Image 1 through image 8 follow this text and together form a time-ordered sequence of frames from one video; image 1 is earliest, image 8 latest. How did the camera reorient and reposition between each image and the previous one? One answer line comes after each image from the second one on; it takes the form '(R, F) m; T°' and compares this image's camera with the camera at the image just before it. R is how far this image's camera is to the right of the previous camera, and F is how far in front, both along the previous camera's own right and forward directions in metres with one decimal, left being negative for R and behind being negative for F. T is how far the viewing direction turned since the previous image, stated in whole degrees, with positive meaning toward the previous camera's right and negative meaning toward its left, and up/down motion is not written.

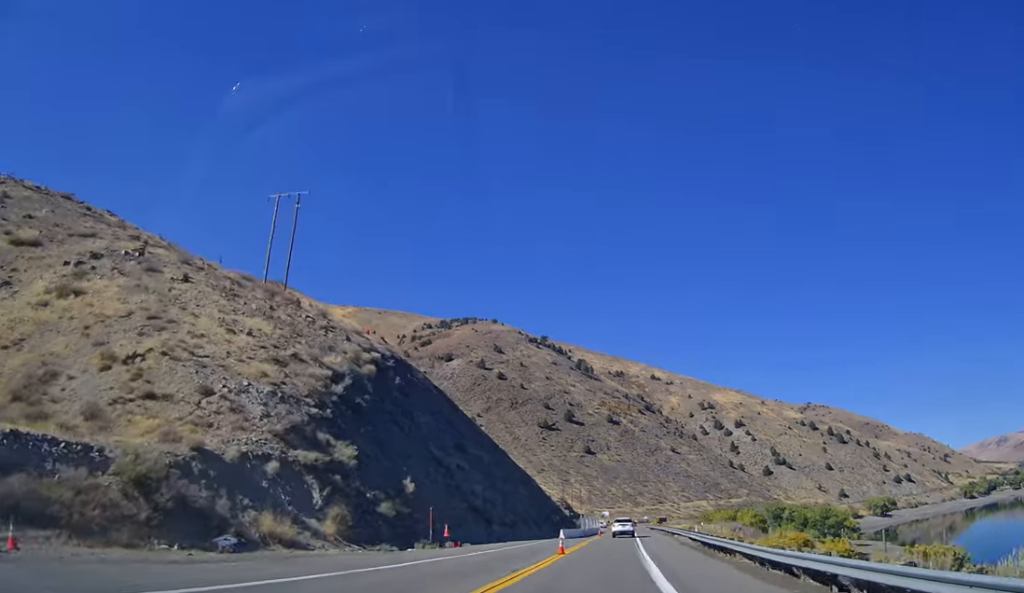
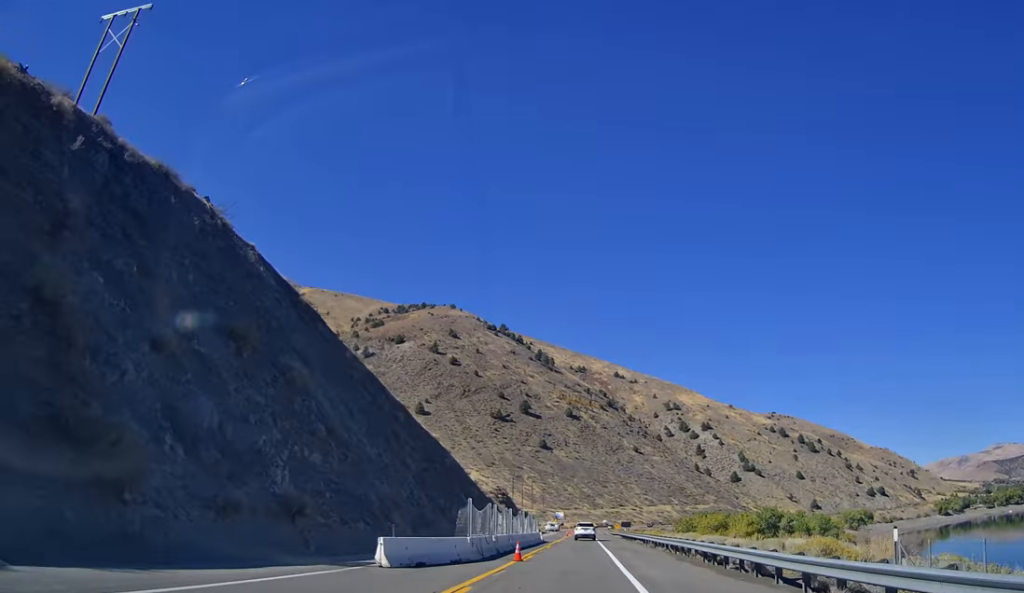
(+3.7, +42.2) m; +6°
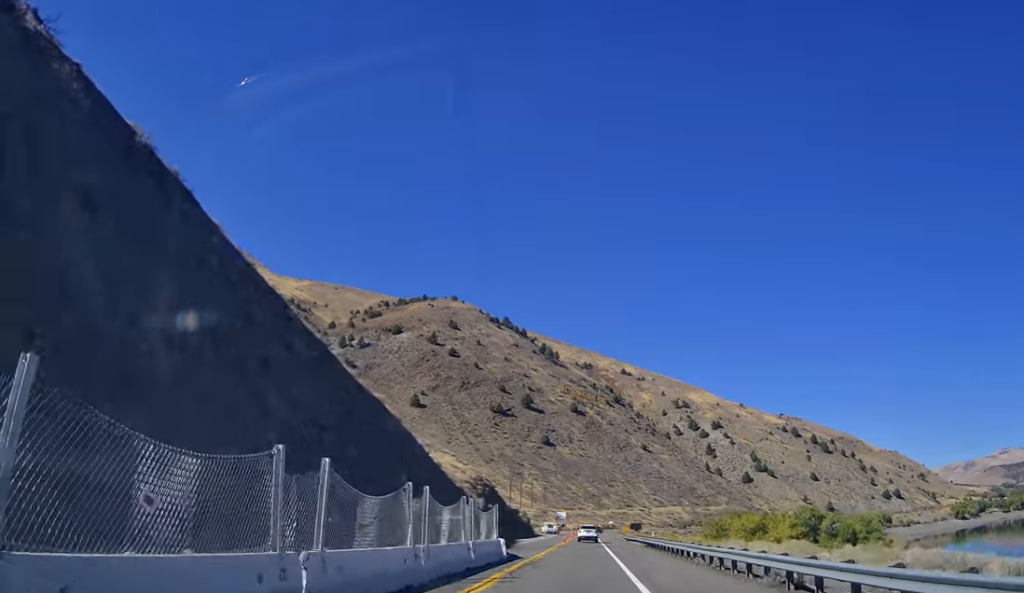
(+0.7, +27.7) m; +1°
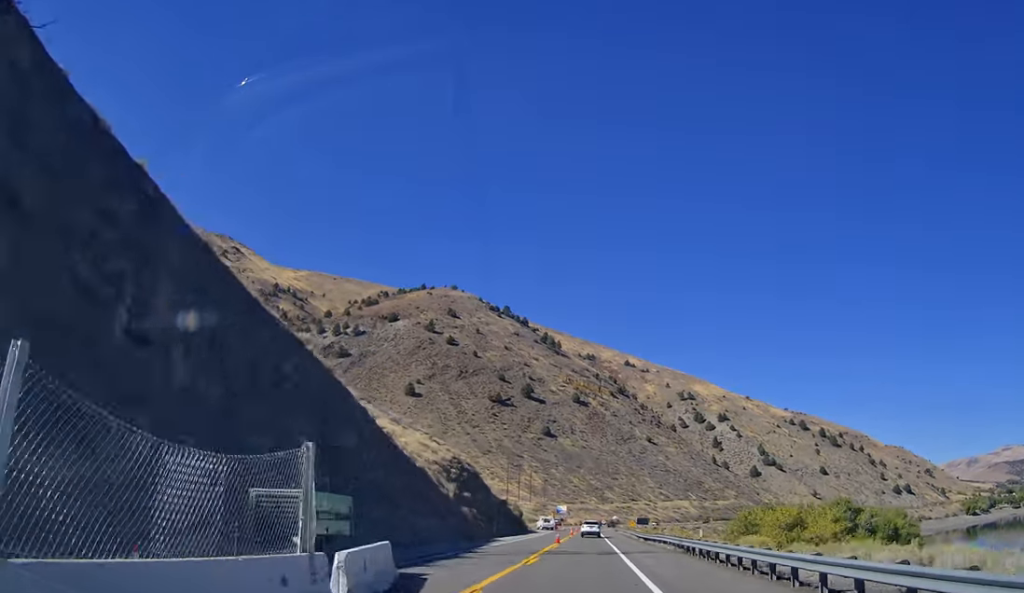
(-0.2, +21.1) m; 0°
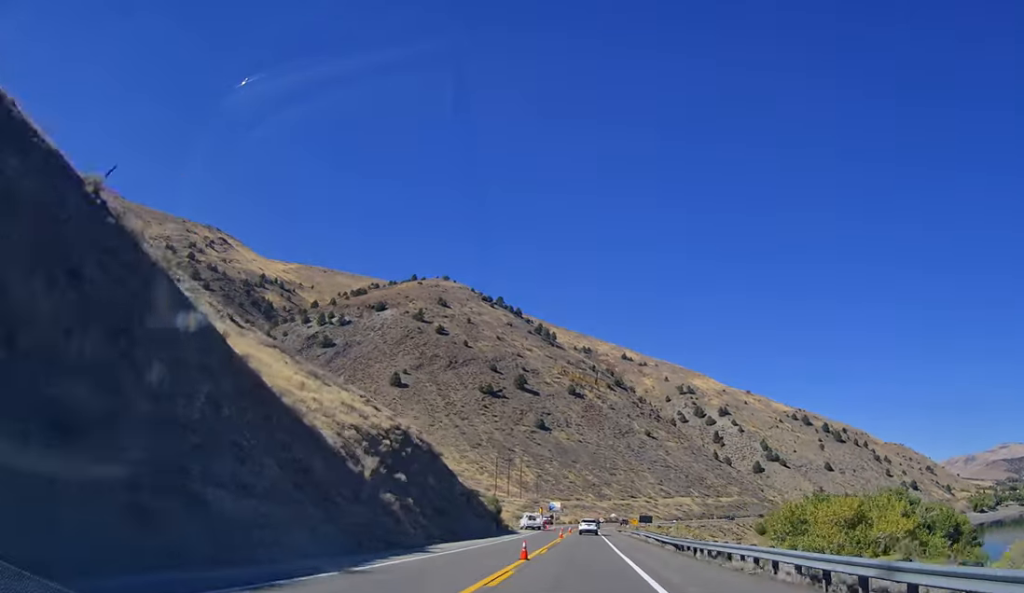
(-0.1, +26.2) m; 0°
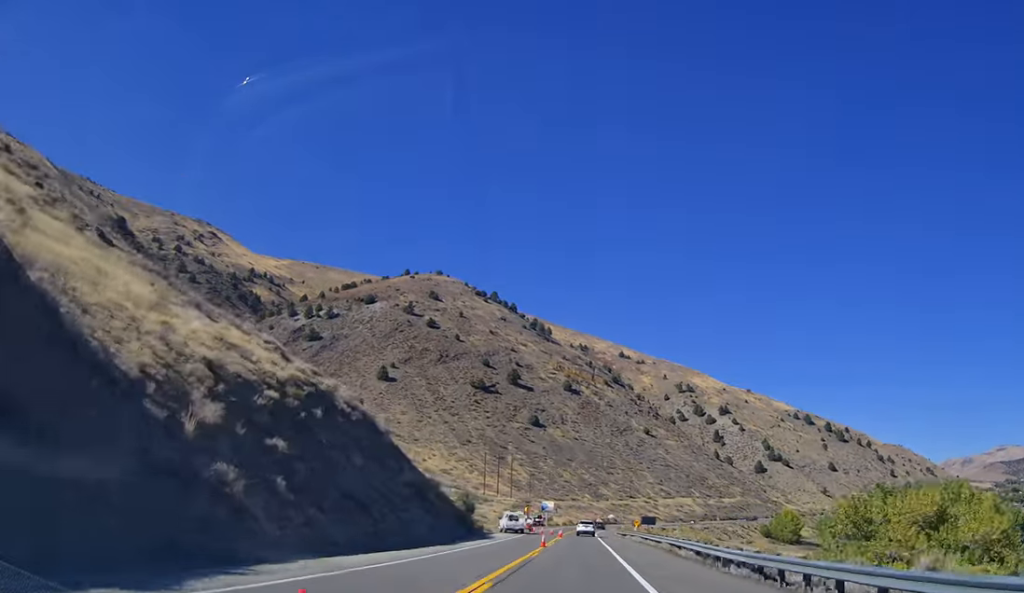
(+0.1, +22.4) m; 0°
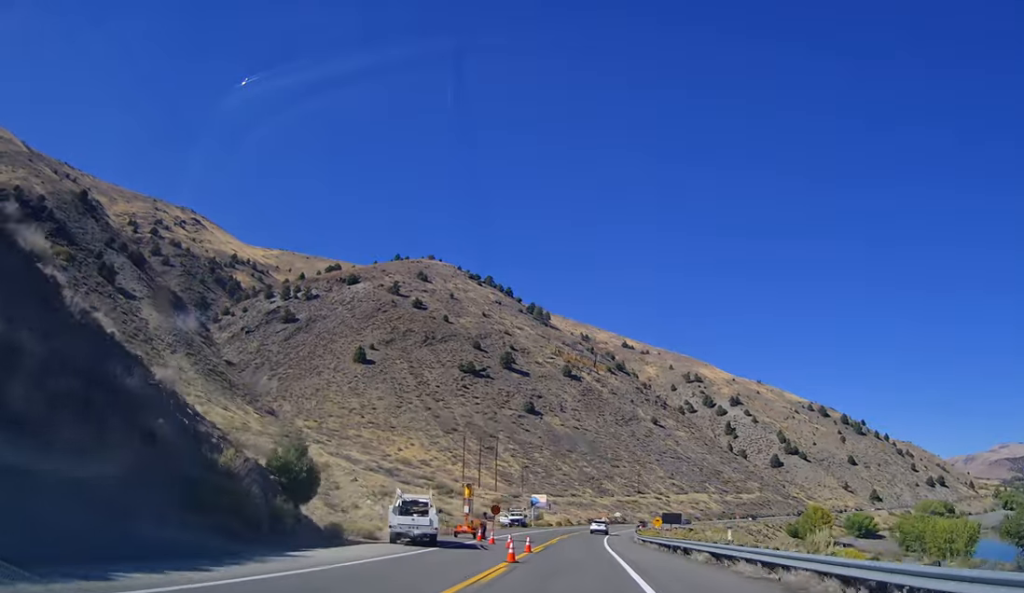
(-0.4, +55.7) m; 0°
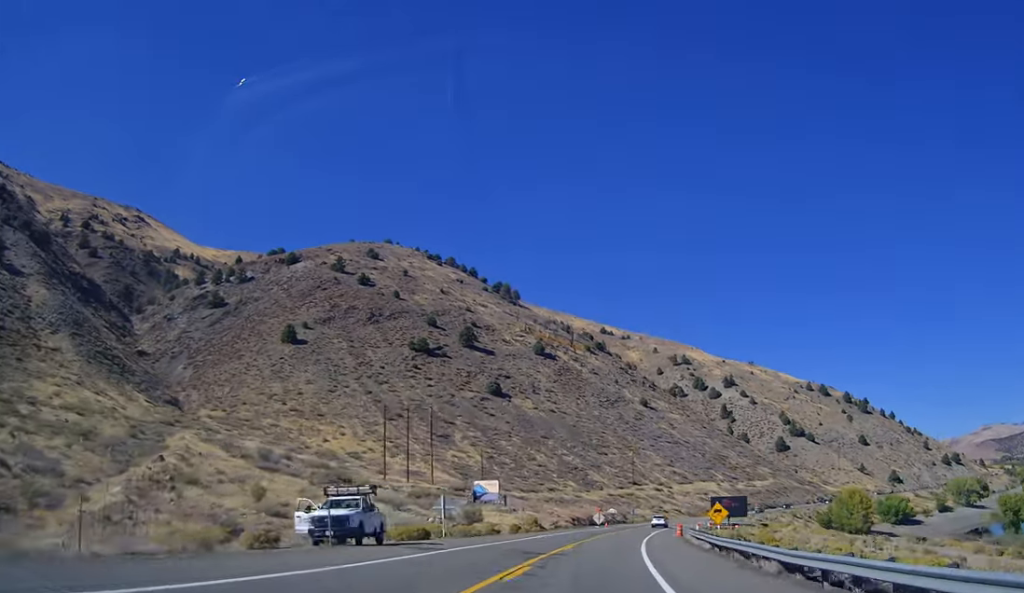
(+2.1, +50.3) m; +4°
